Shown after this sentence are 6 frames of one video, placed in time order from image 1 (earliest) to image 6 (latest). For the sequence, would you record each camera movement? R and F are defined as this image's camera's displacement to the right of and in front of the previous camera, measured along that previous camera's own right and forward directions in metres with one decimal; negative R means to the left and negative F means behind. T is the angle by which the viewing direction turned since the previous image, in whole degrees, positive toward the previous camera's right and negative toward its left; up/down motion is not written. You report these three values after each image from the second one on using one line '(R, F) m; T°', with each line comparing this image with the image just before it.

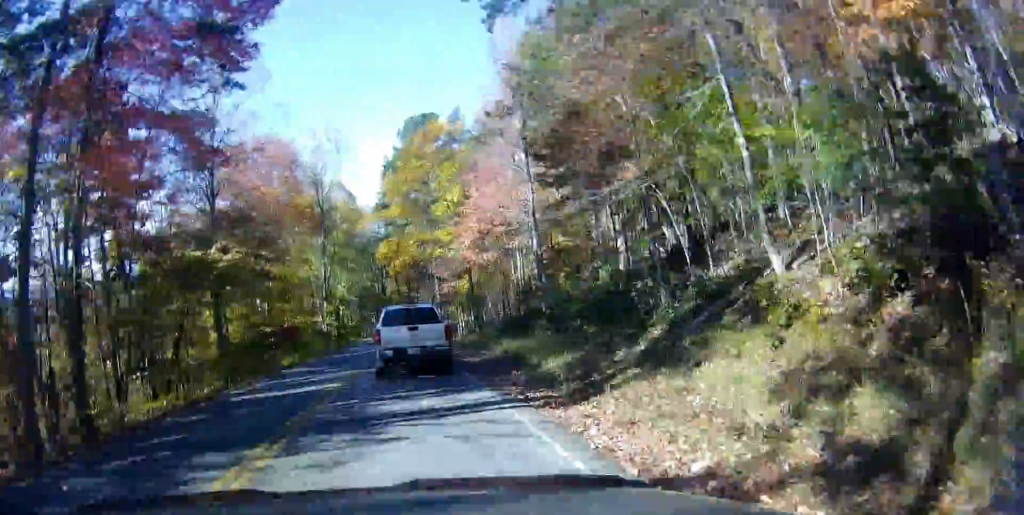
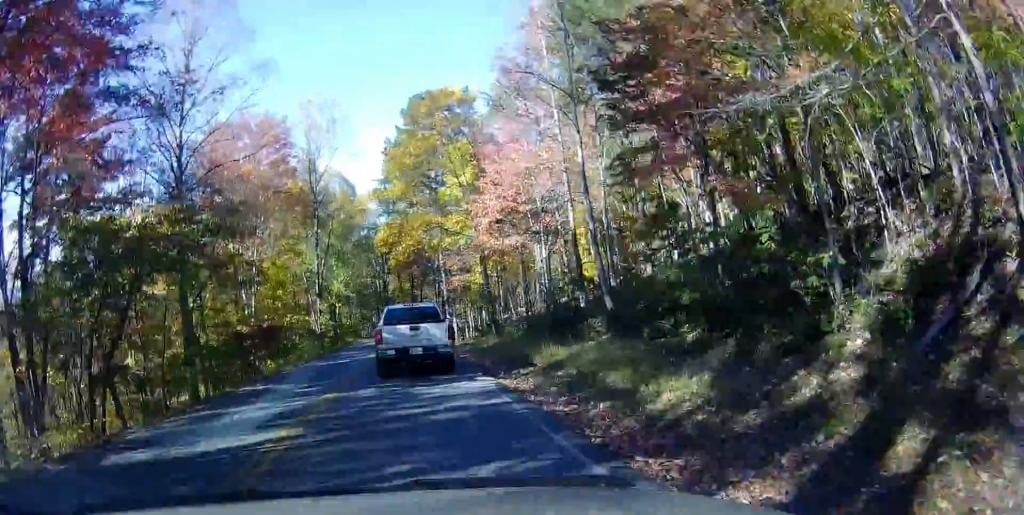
(-0.3, +5.6) m; +1°
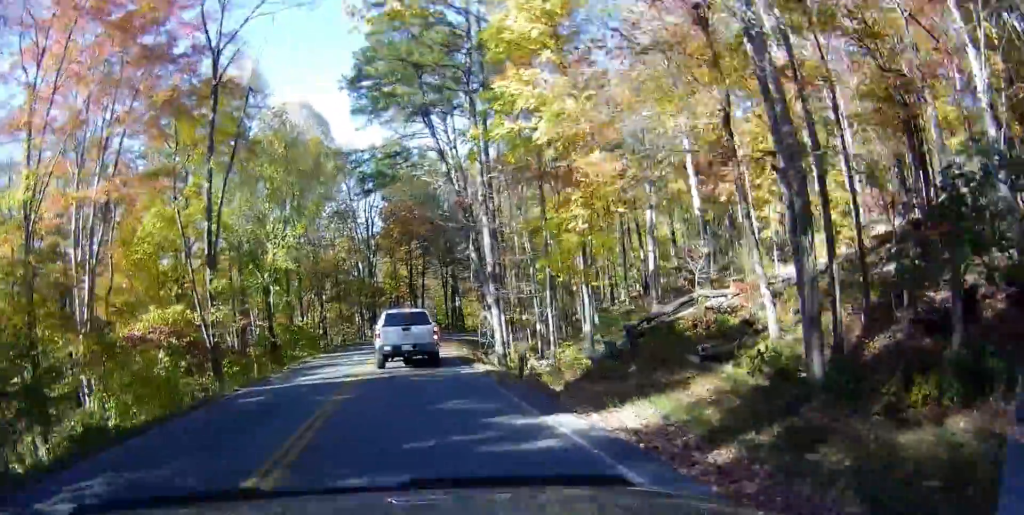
(+3.2, +27.4) m; +10°
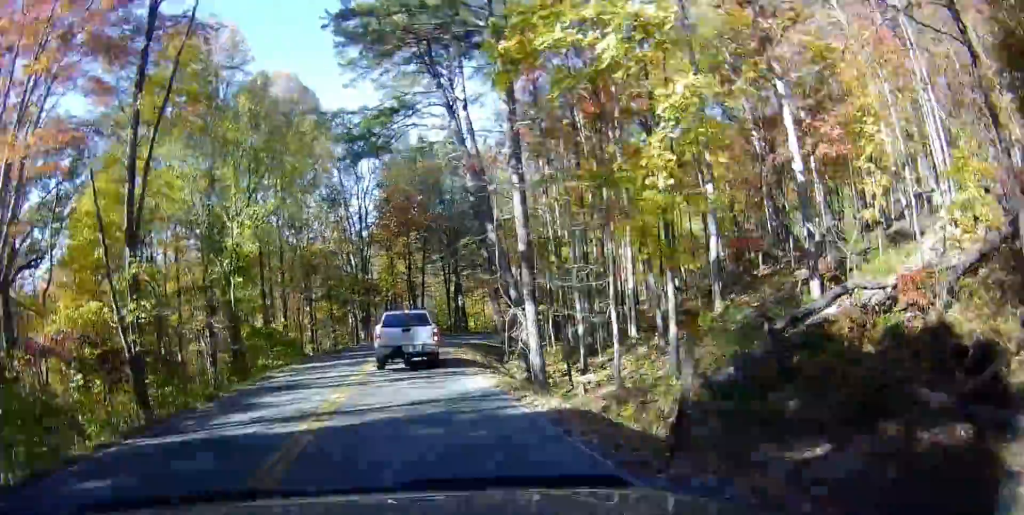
(0.0, +6.9) m; 0°
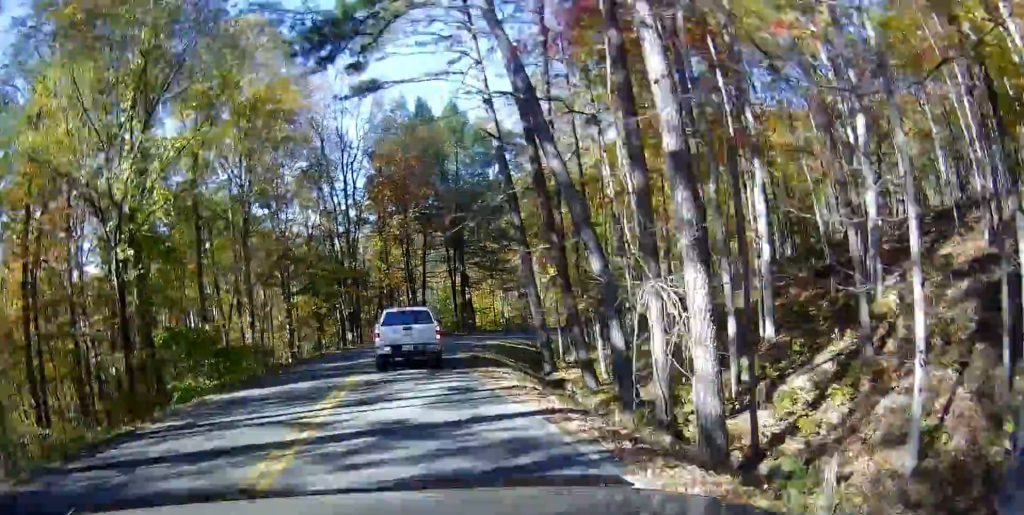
(-0.1, +9.6) m; 0°
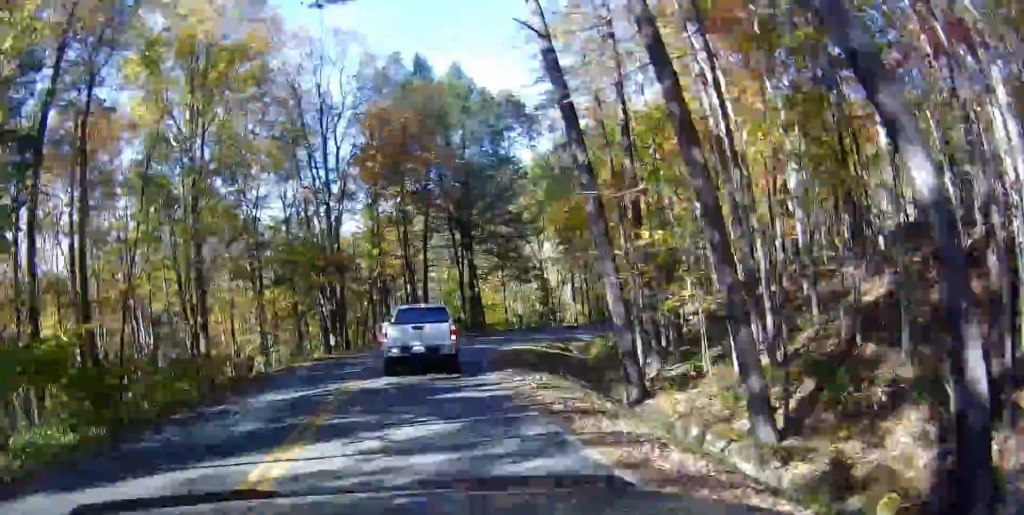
(0.0, +8.2) m; 0°
